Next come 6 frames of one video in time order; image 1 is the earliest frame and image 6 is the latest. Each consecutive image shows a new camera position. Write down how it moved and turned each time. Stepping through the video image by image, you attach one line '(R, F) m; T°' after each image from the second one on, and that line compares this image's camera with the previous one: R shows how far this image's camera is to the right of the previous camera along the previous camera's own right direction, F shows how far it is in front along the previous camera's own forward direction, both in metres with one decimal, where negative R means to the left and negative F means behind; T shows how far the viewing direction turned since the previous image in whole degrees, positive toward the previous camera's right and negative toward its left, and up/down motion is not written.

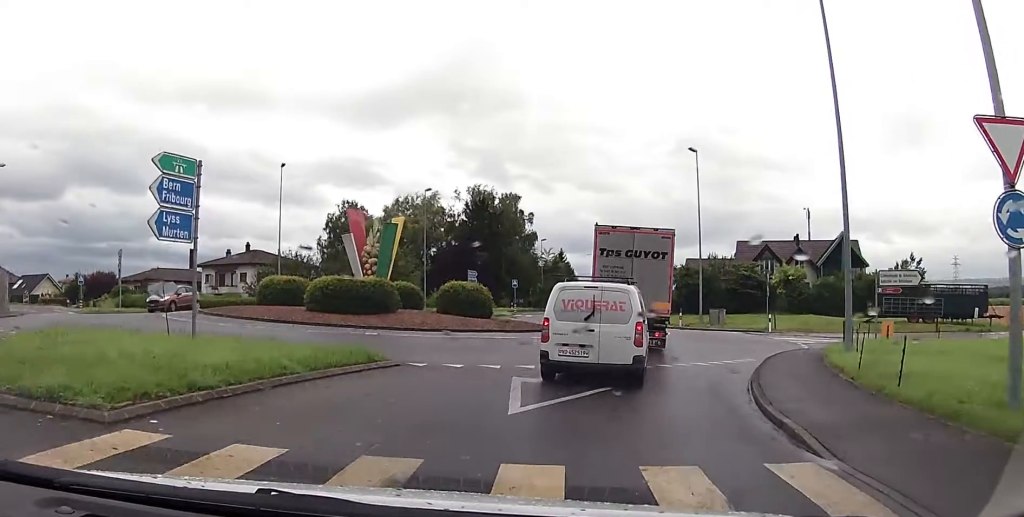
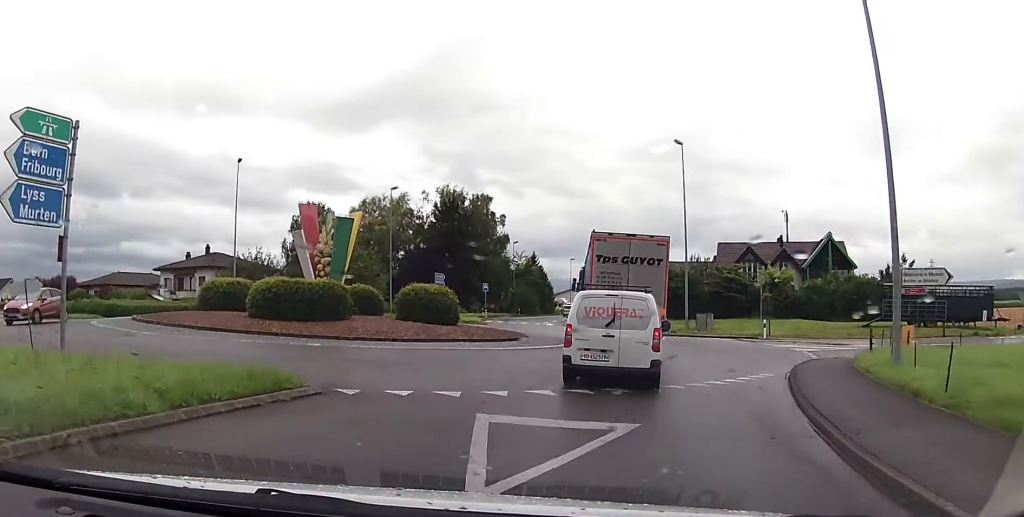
(0.0, +3.4) m; +4°
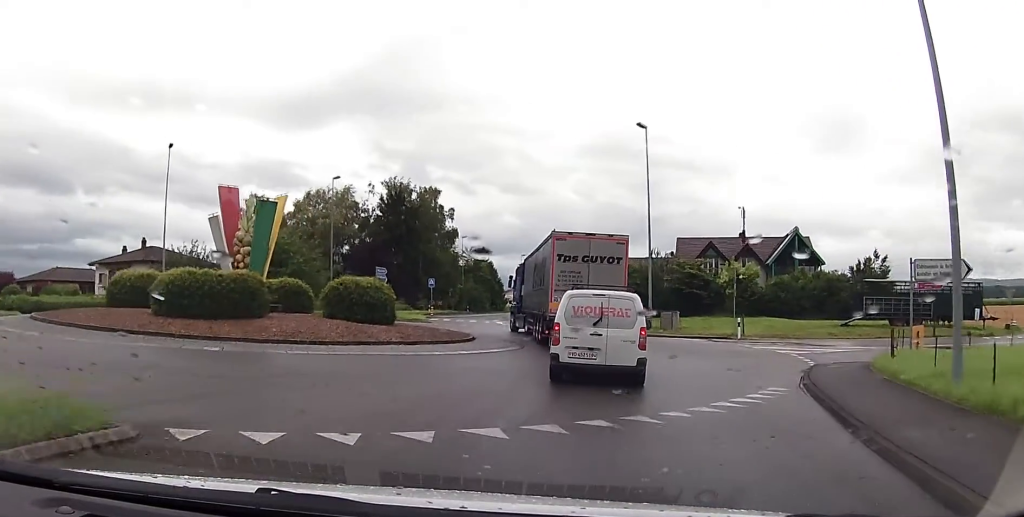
(+0.2, +3.6) m; +2°
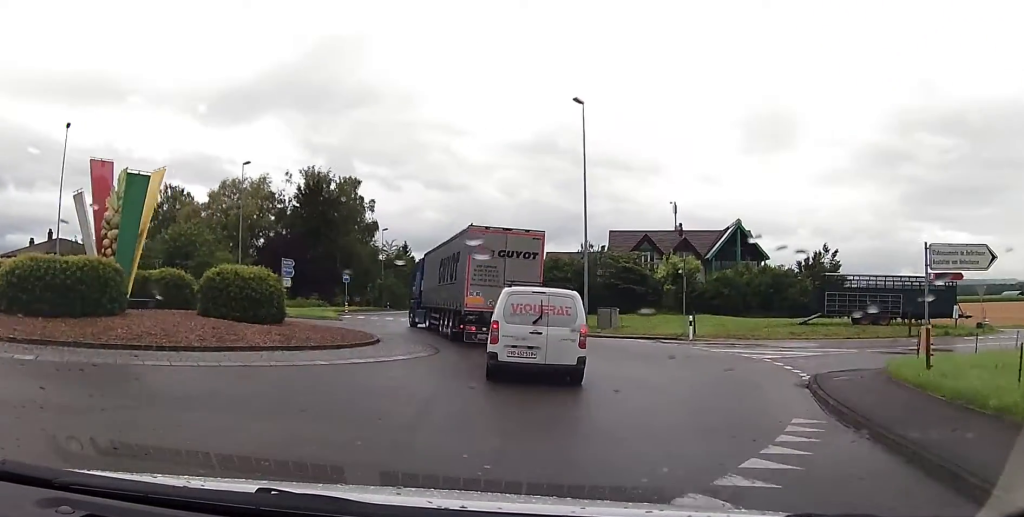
(+0.1, +4.0) m; +2°
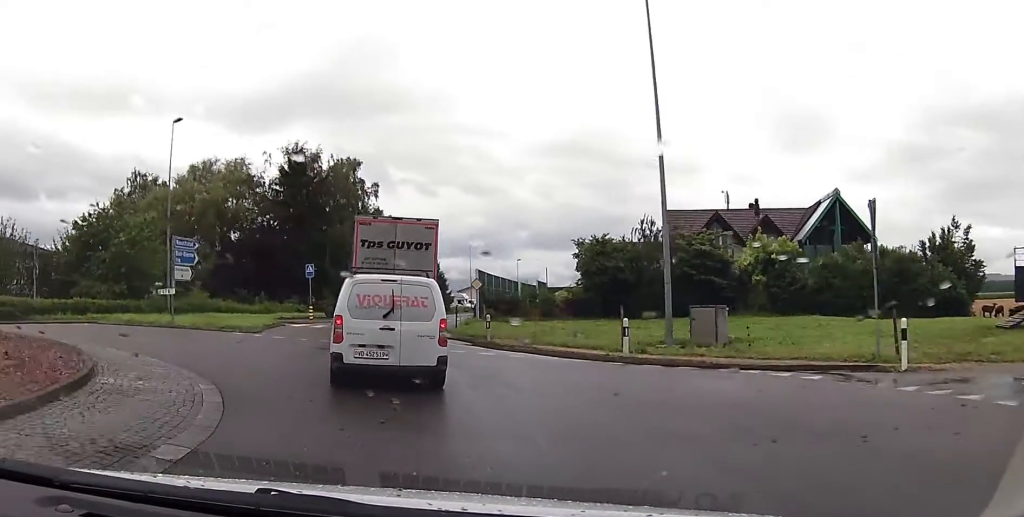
(+0.8, +14.6) m; +6°
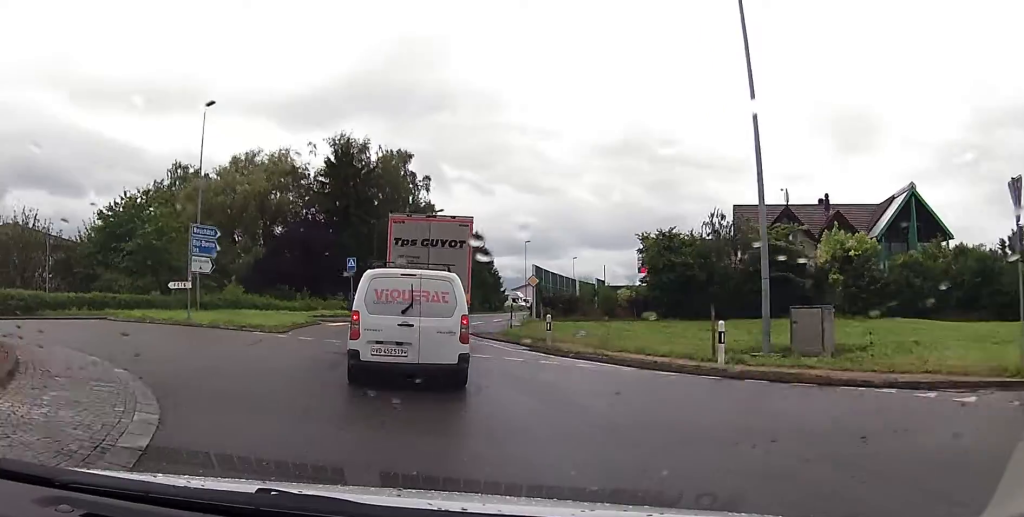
(0.0, +3.3) m; -3°
